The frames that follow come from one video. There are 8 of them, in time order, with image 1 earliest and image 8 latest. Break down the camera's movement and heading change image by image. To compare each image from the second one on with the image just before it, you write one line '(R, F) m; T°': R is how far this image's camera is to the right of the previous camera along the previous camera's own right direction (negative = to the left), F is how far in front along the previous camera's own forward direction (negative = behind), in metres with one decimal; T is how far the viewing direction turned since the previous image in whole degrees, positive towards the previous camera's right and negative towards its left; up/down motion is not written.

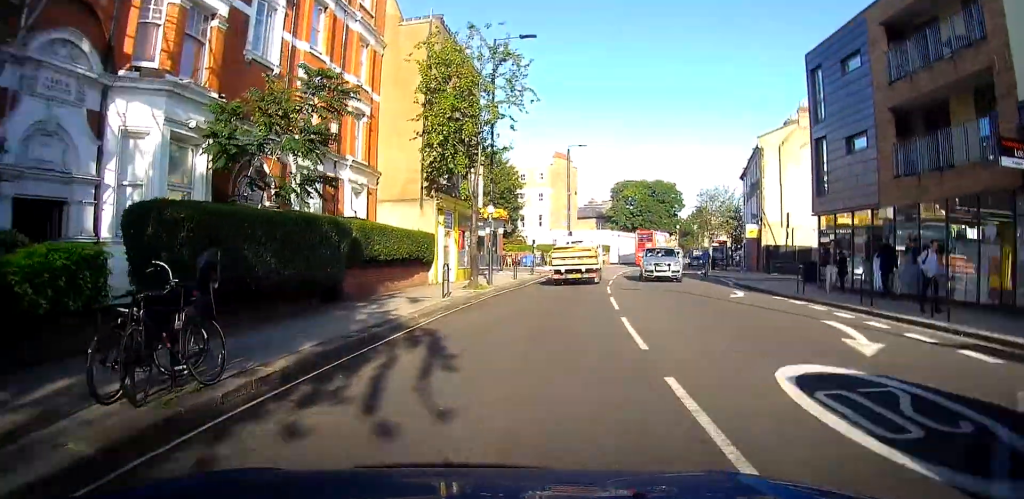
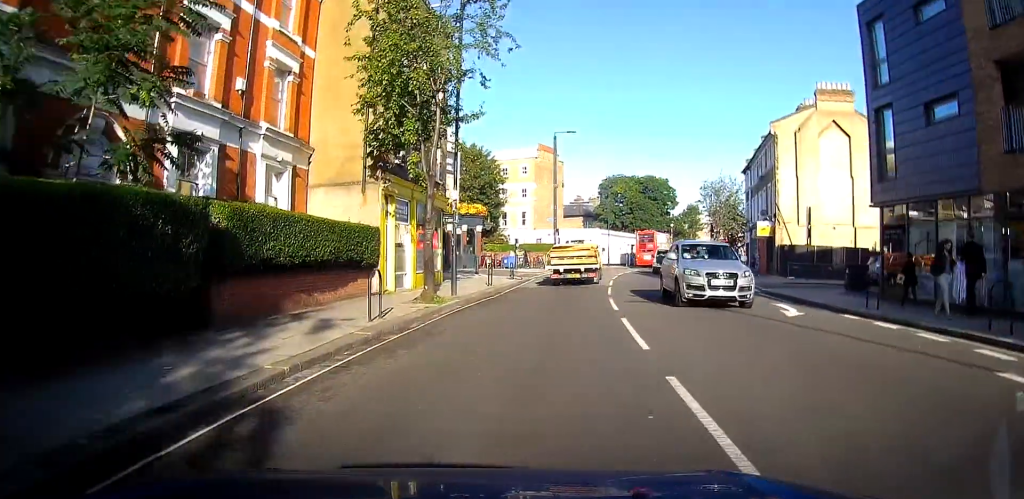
(+0.1, +6.0) m; 0°
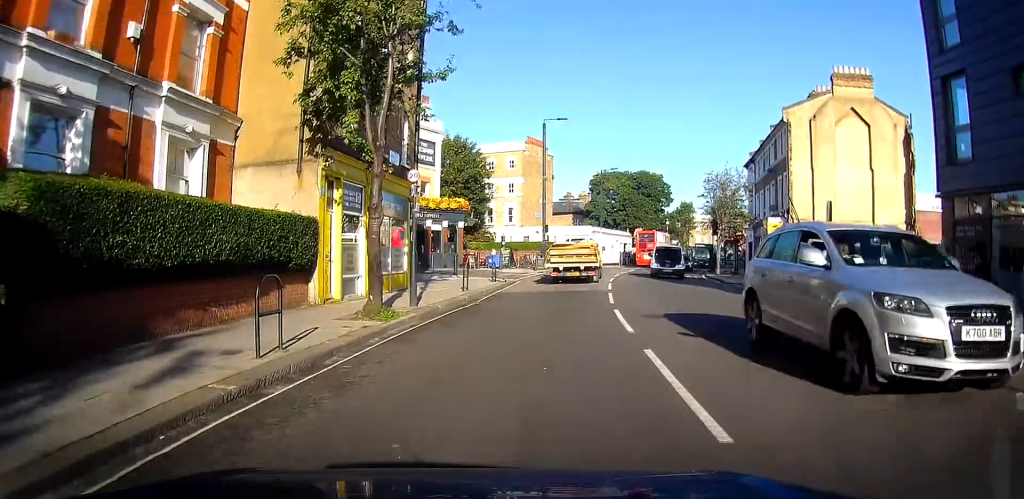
(0.0, +4.3) m; -1°
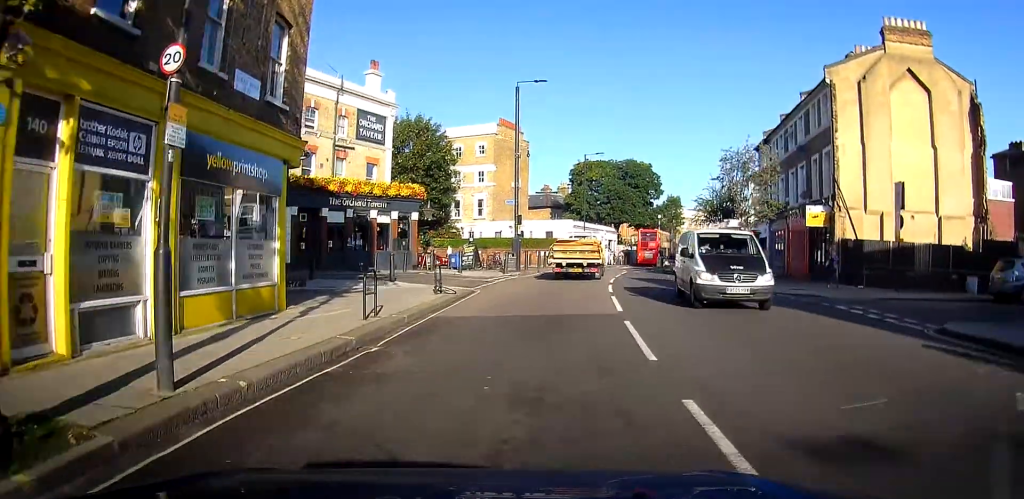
(-0.2, +8.9) m; +1°
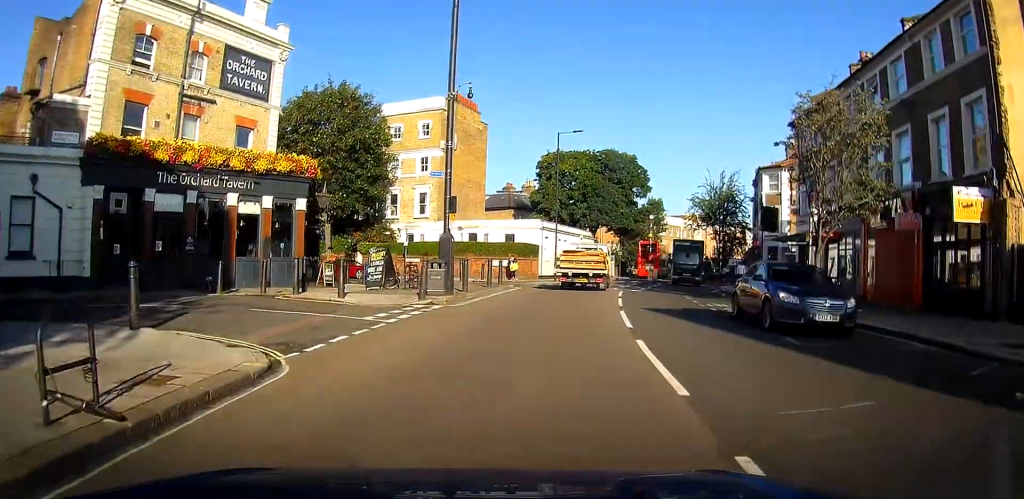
(+1.1, +13.4) m; +7°
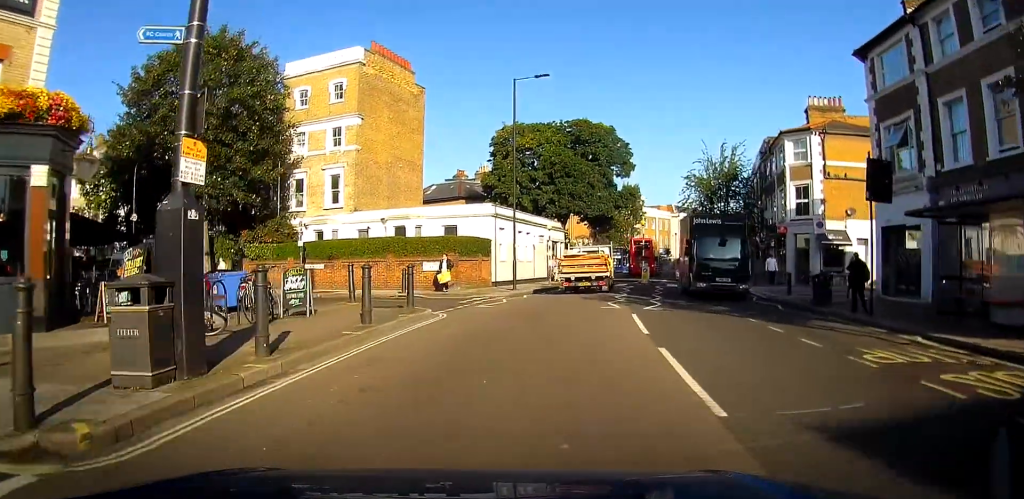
(0.0, +12.6) m; +2°
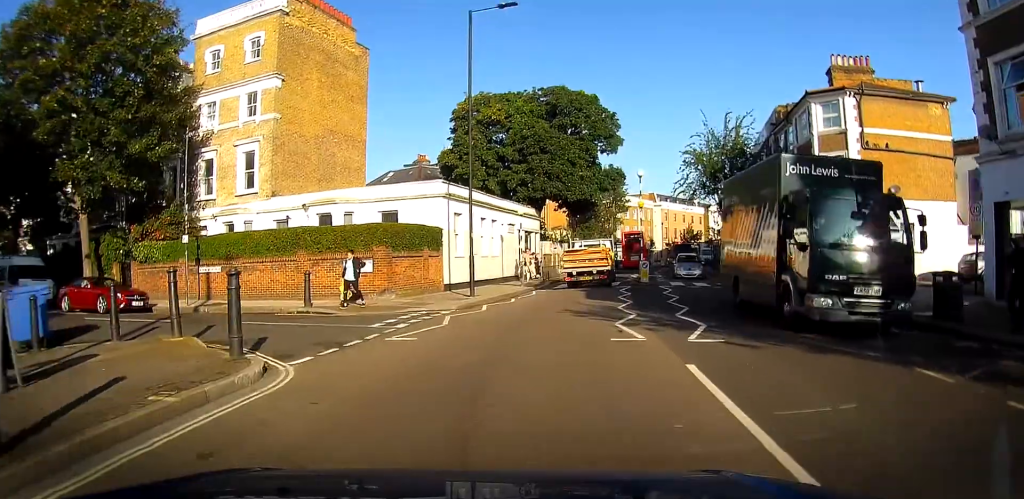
(+0.4, +7.9) m; +3°
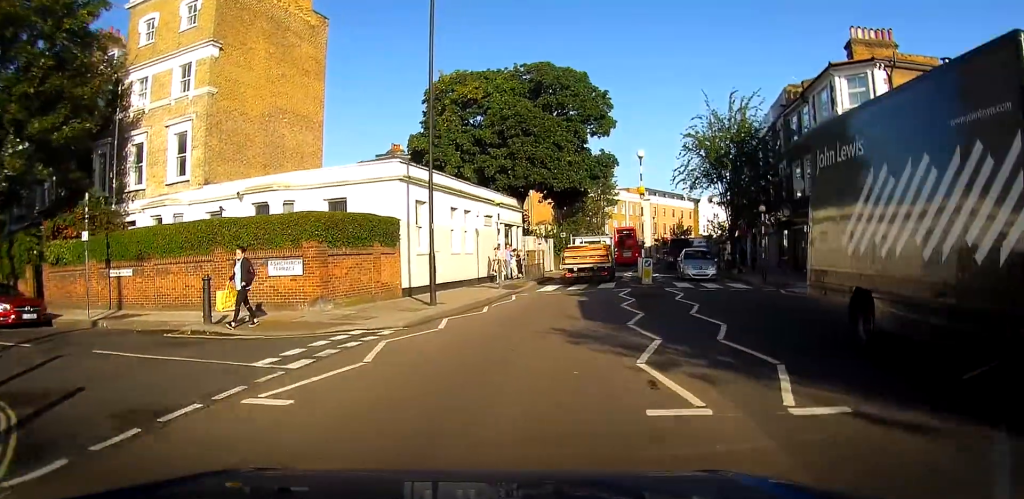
(0.0, +4.6) m; 0°
